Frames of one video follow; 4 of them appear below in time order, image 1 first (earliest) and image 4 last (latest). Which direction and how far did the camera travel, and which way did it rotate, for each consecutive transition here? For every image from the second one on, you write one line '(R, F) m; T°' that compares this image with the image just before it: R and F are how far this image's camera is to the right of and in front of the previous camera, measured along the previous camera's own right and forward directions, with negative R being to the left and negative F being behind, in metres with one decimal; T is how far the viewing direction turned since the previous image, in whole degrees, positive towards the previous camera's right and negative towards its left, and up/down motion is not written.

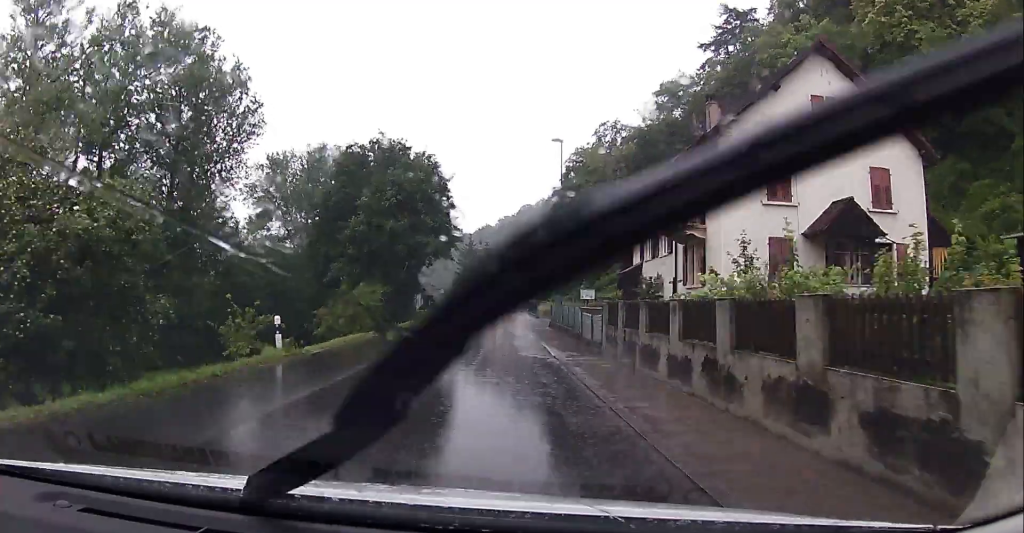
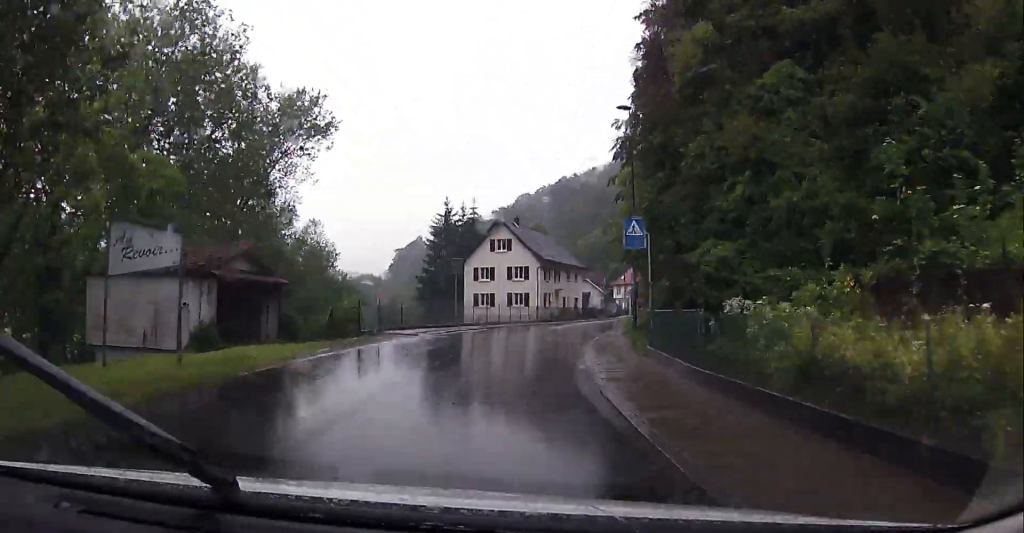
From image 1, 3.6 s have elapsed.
(+0.9, +57.8) m; +4°
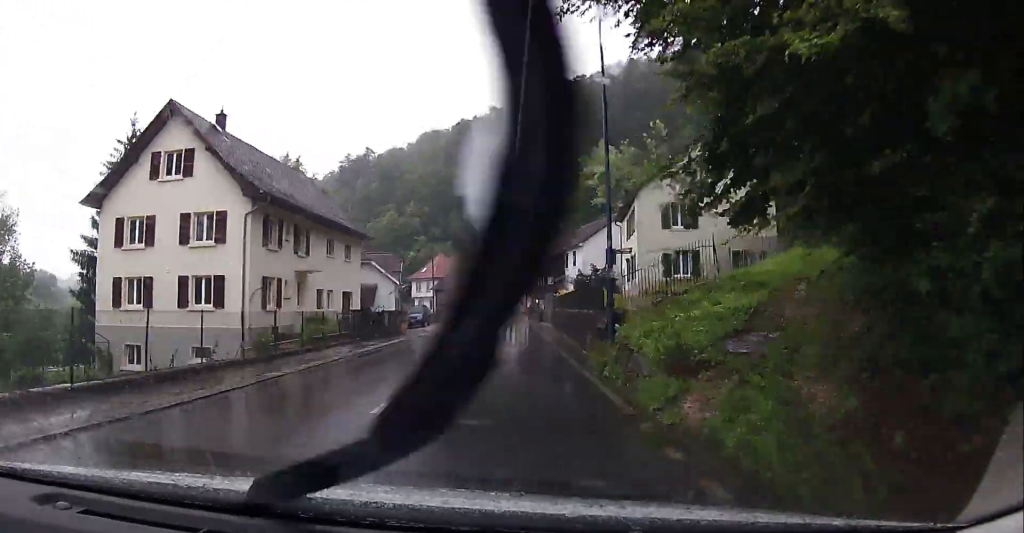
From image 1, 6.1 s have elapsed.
(+4.5, +39.6) m; +13°
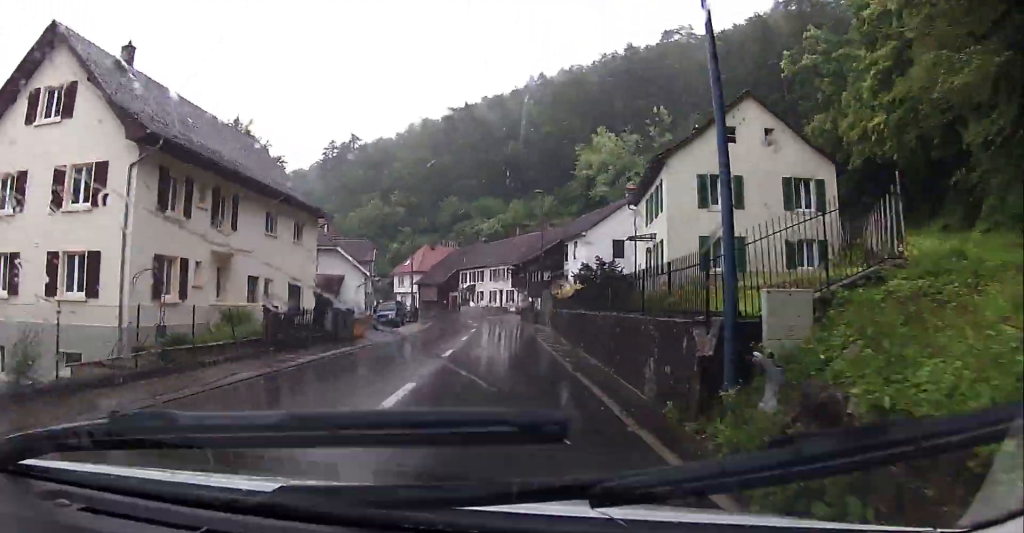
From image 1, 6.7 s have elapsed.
(+0.1, +8.8) m; +3°
